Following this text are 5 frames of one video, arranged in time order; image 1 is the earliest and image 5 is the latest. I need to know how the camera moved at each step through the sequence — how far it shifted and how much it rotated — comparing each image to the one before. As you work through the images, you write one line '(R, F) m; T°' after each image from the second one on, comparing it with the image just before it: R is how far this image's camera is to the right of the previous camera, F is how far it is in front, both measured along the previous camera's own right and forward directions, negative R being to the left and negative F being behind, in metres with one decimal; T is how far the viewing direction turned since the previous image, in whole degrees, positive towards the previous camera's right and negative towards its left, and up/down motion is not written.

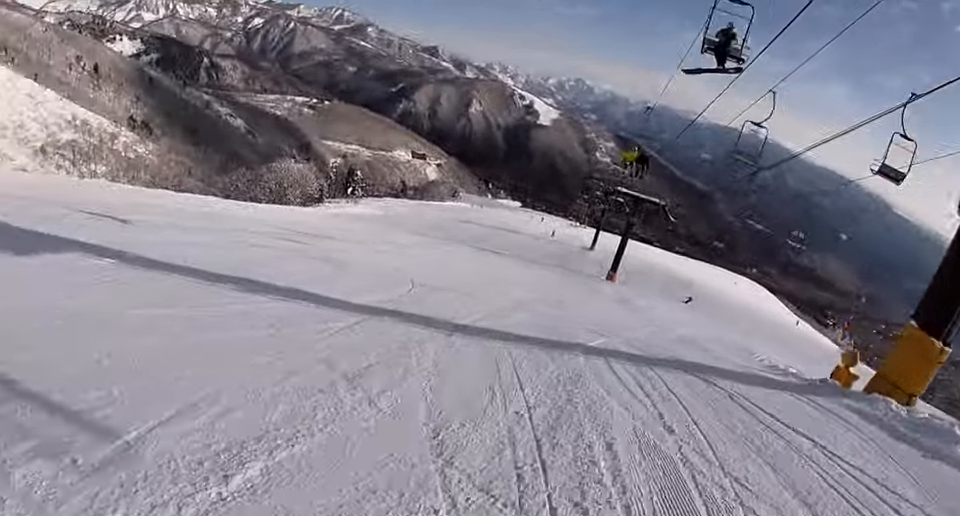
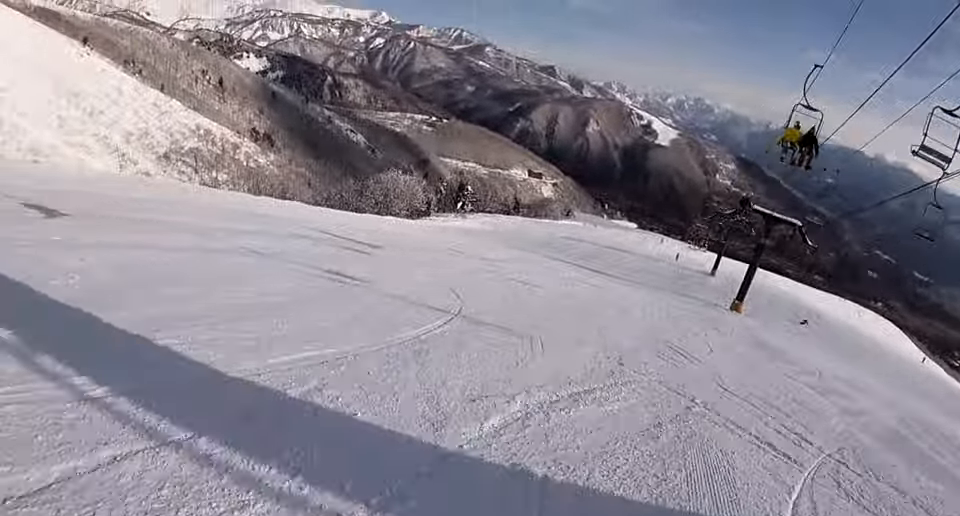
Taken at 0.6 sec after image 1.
(-0.7, +5.6) m; -7°
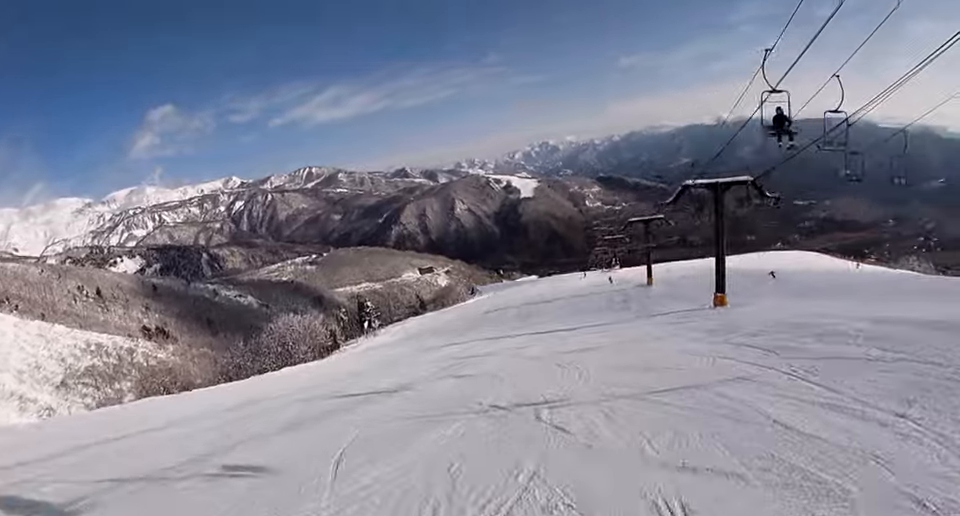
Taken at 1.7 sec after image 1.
(+0.5, +11.5) m; +15°
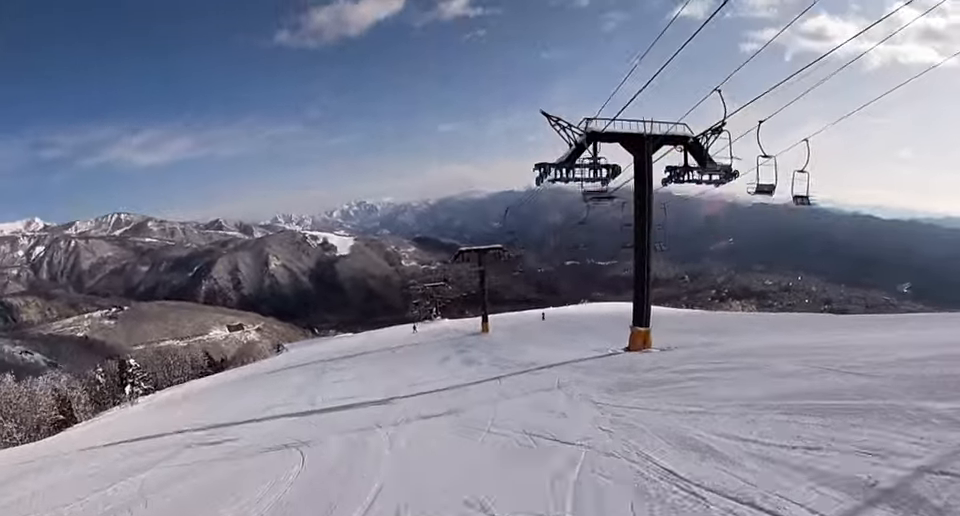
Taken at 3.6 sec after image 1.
(+3.3, +21.0) m; +6°
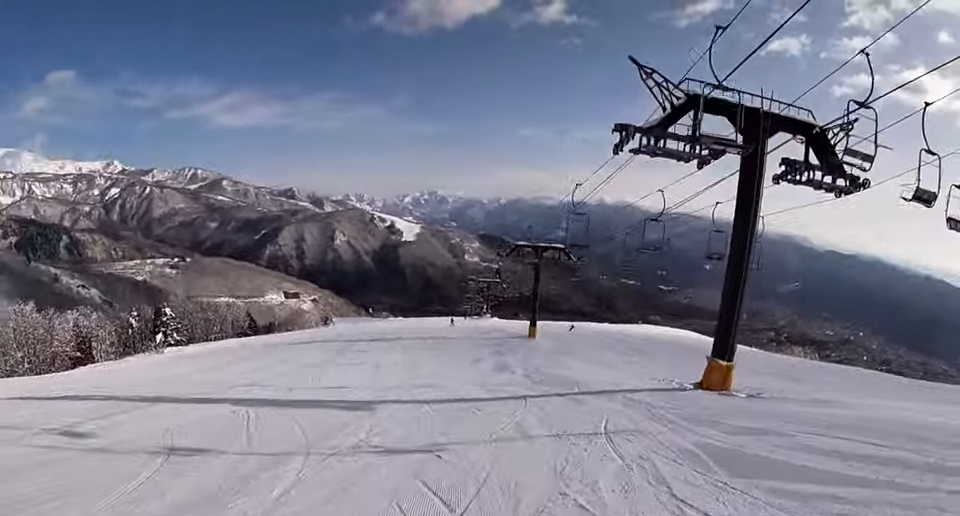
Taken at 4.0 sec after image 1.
(+0.2, +5.4) m; -4°
